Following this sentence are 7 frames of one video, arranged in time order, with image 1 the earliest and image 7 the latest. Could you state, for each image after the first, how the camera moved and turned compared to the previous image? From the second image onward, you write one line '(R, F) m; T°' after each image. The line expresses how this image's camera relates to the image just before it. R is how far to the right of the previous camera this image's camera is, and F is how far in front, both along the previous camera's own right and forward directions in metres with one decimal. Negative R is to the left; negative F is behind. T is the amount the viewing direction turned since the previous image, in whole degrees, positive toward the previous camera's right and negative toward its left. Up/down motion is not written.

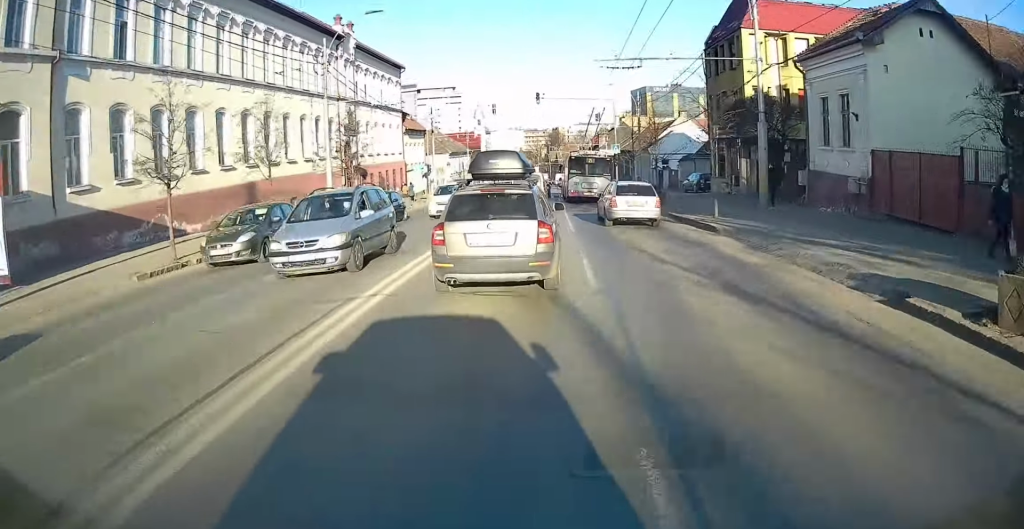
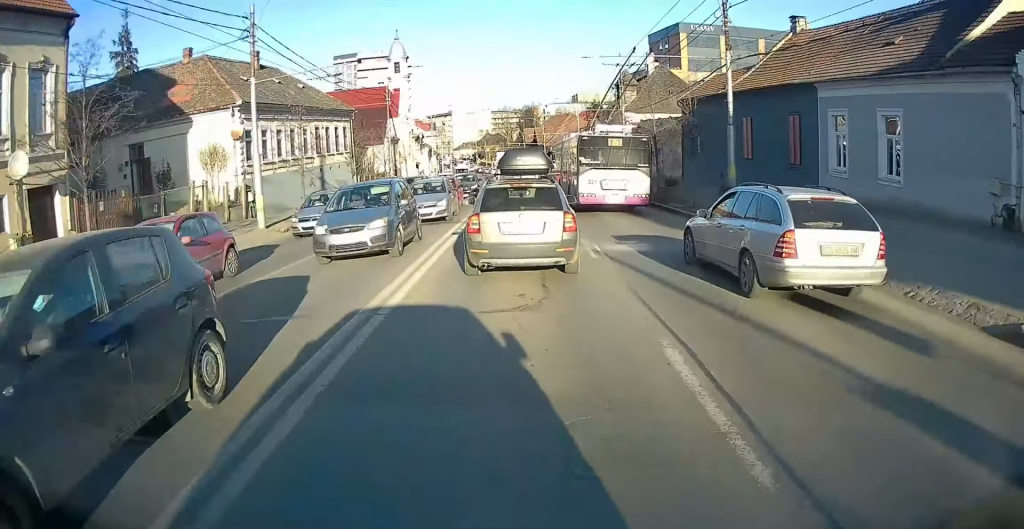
(+1.6, +53.4) m; +4°
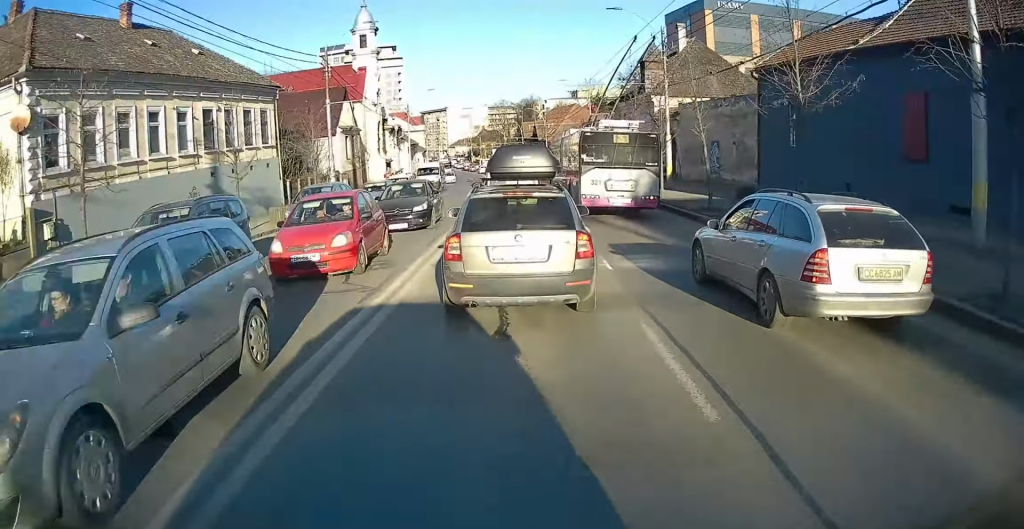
(+0.5, +10.8) m; +1°
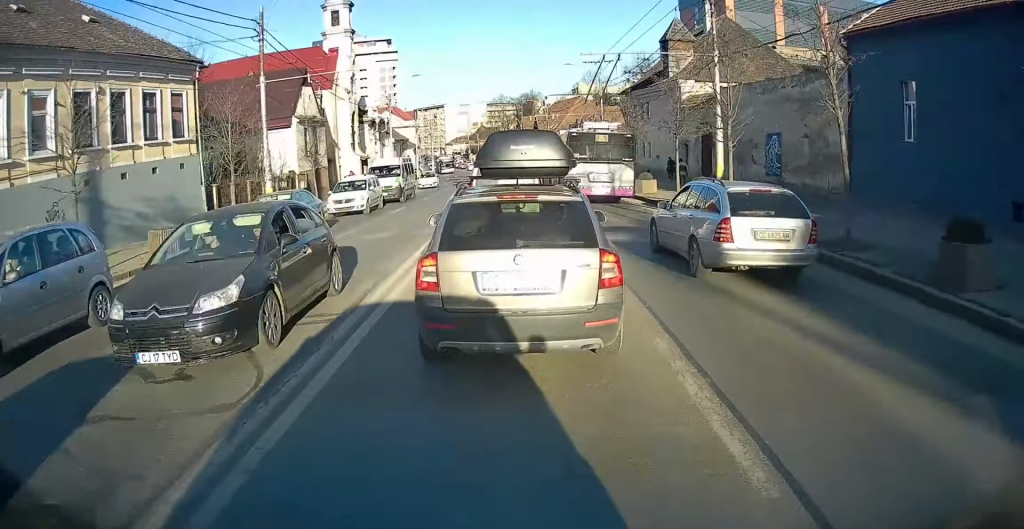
(-0.1, +7.6) m; -2°
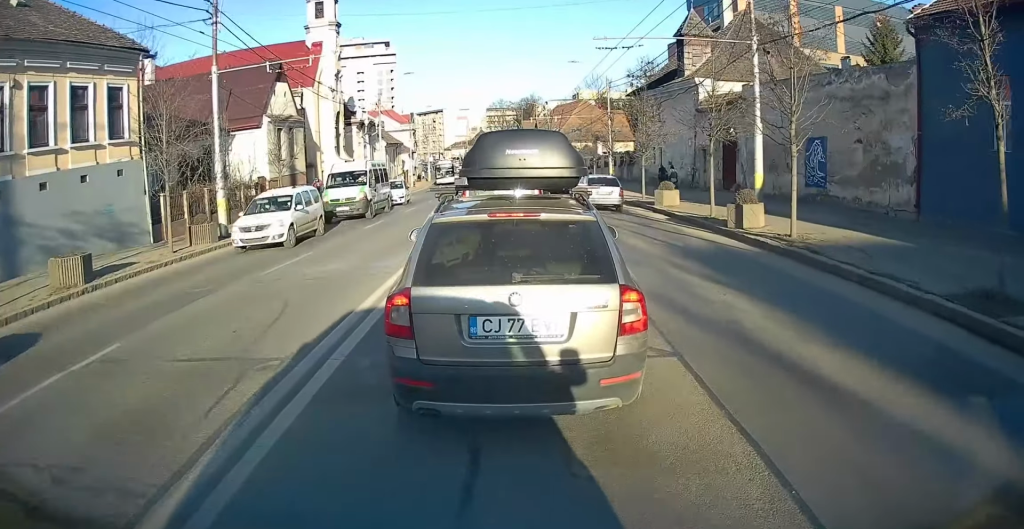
(-0.5, +9.1) m; -4°
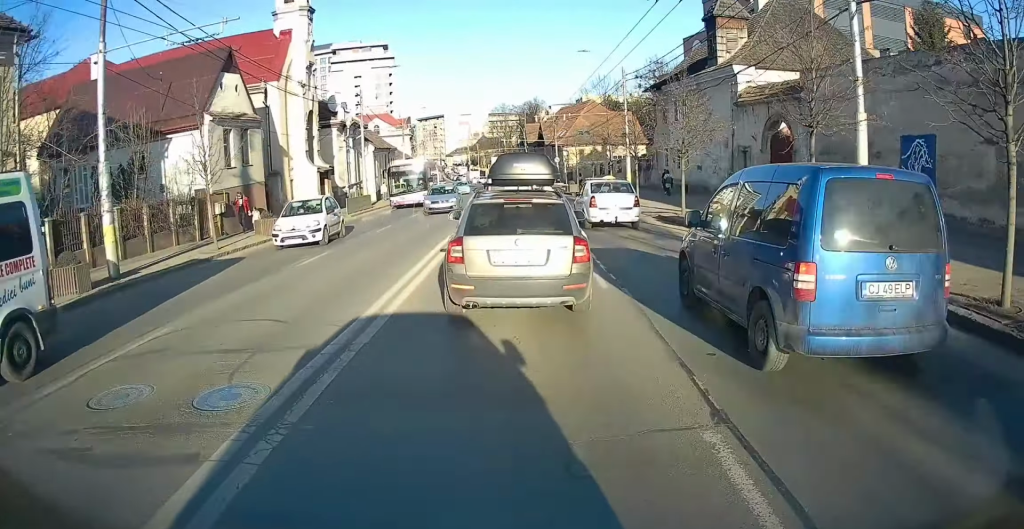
(0.0, +13.4) m; 0°
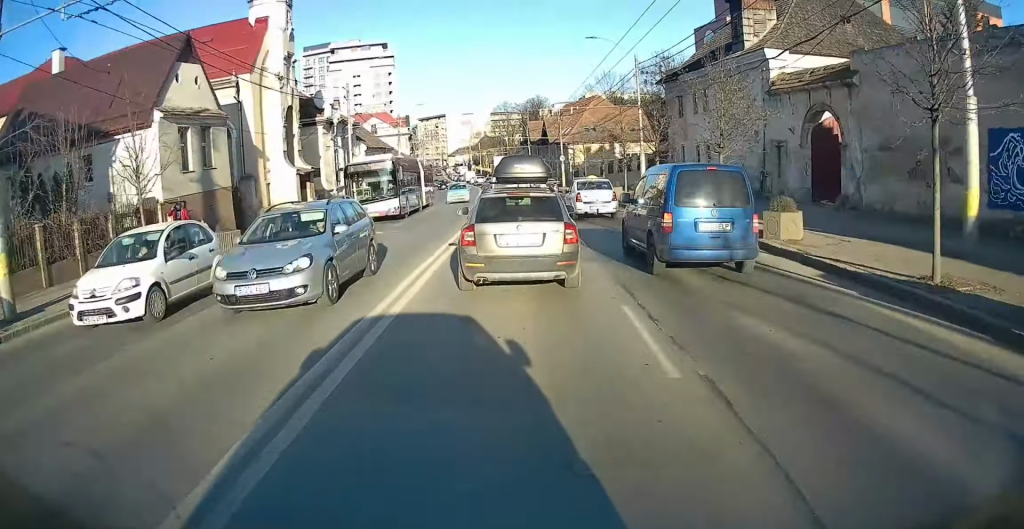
(0.0, +5.4) m; 0°
